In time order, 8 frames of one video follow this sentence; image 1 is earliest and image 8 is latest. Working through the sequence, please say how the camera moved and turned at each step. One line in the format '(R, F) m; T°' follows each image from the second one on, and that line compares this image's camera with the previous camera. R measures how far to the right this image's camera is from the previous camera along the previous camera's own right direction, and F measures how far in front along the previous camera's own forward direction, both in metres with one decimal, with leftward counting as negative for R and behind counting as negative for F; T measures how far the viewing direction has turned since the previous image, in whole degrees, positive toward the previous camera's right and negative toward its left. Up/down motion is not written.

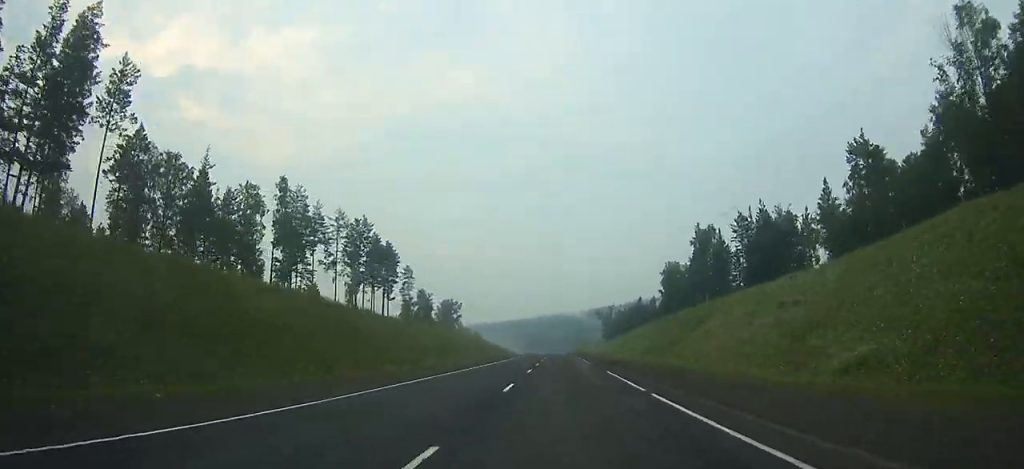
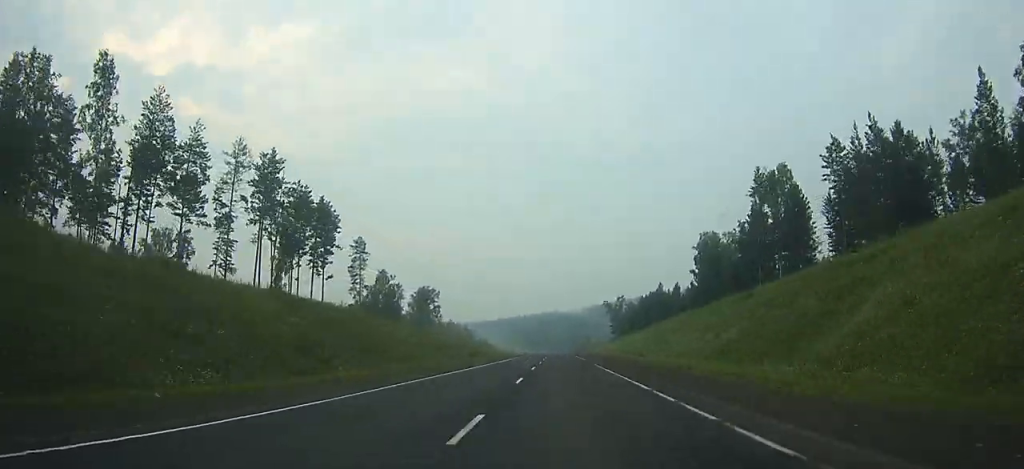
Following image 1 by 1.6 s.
(0.0, +45.4) m; 0°
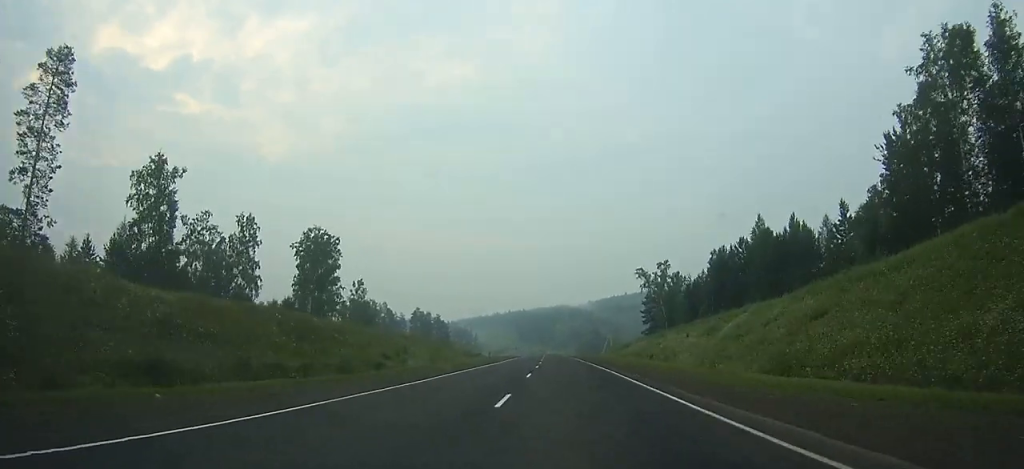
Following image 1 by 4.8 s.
(0.0, +89.2) m; 0°
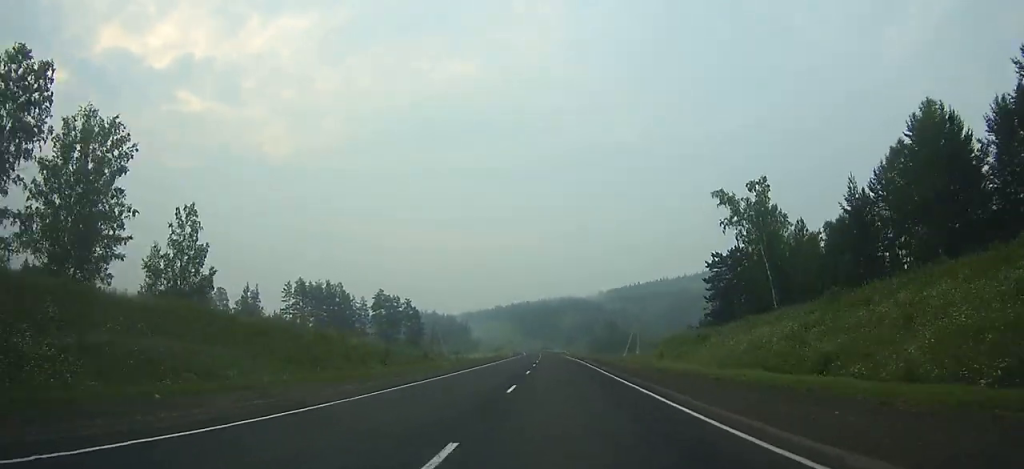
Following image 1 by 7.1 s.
(-0.6, +64.5) m; -1°
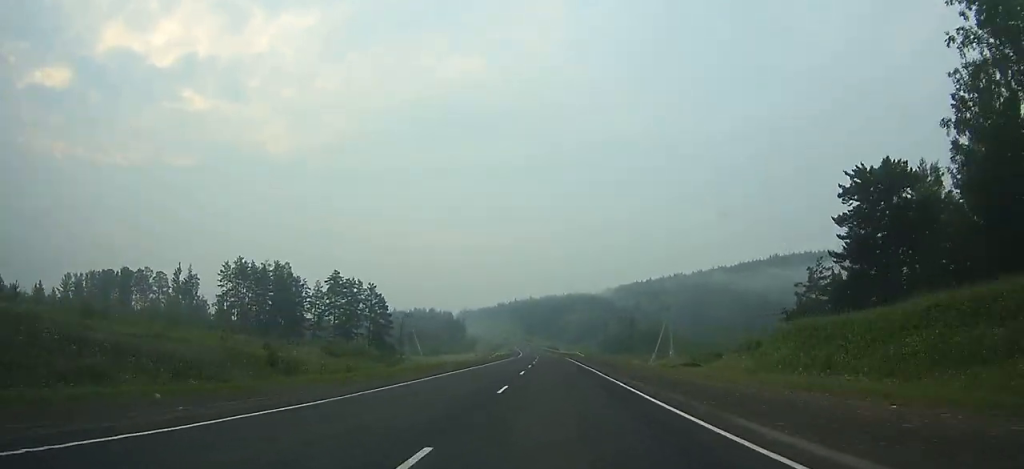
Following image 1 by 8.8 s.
(-0.2, +49.3) m; -1°
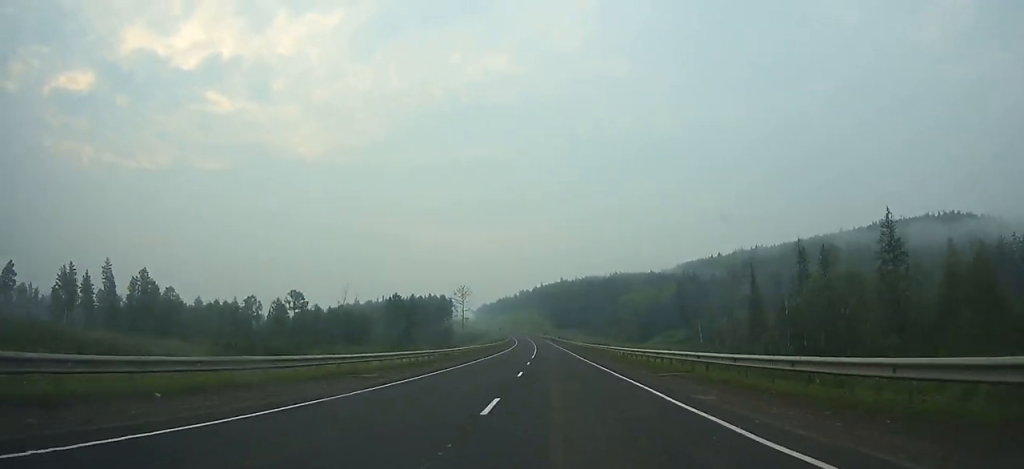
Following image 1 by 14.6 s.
(-4.4, +175.5) m; -3°
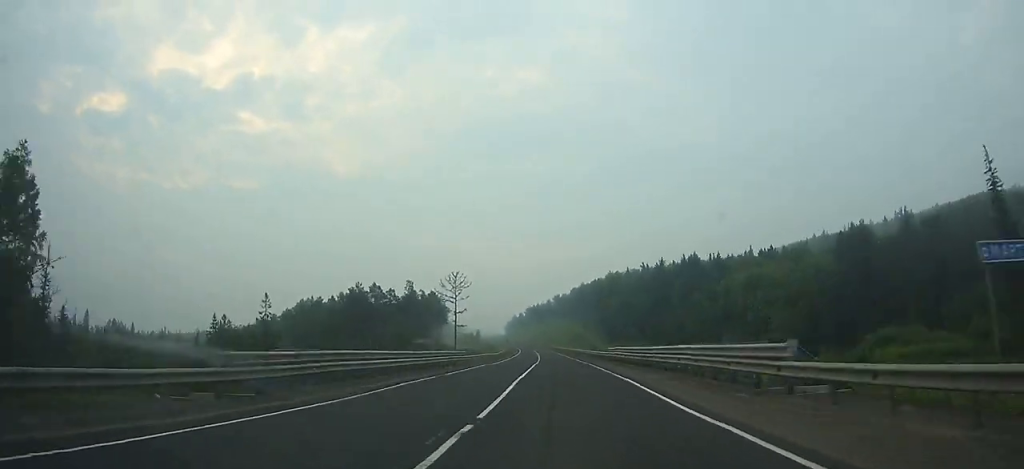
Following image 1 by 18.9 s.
(-3.7, +127.3) m; -3°
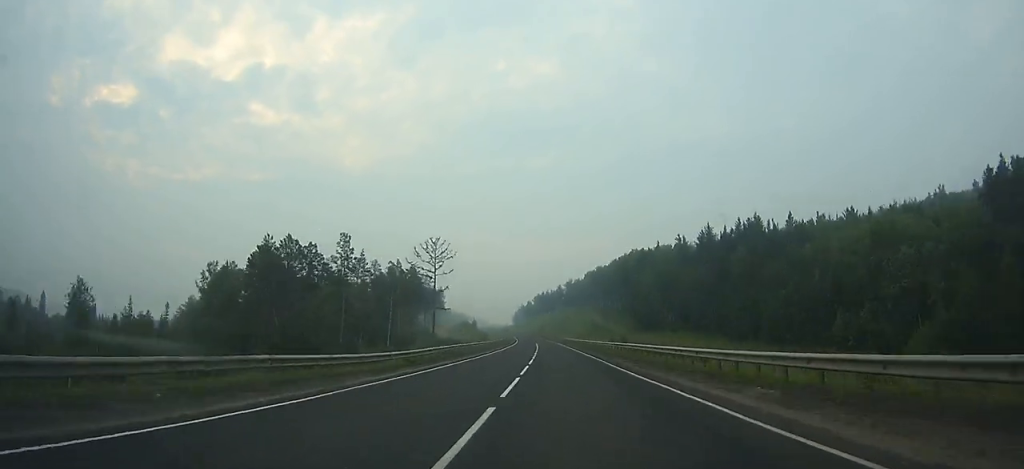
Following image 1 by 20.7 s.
(-0.6, +52.3) m; -1°
